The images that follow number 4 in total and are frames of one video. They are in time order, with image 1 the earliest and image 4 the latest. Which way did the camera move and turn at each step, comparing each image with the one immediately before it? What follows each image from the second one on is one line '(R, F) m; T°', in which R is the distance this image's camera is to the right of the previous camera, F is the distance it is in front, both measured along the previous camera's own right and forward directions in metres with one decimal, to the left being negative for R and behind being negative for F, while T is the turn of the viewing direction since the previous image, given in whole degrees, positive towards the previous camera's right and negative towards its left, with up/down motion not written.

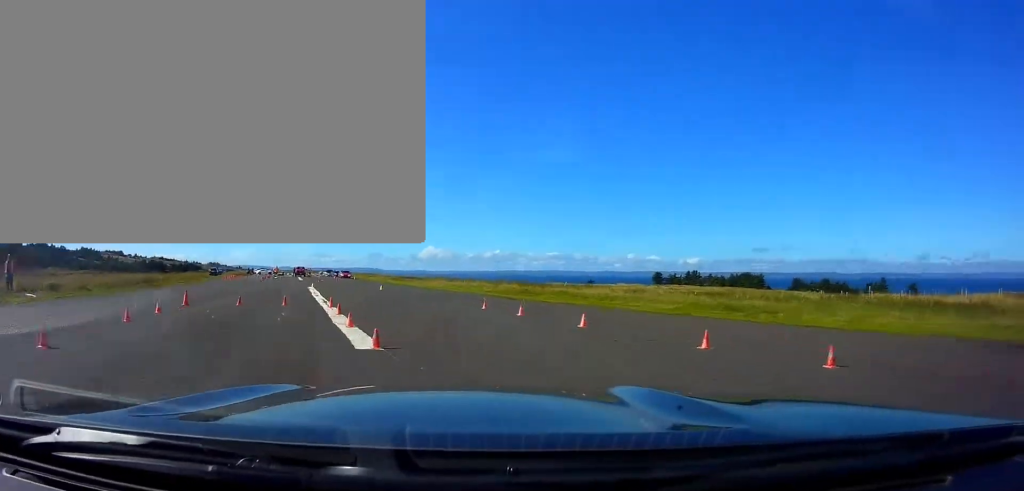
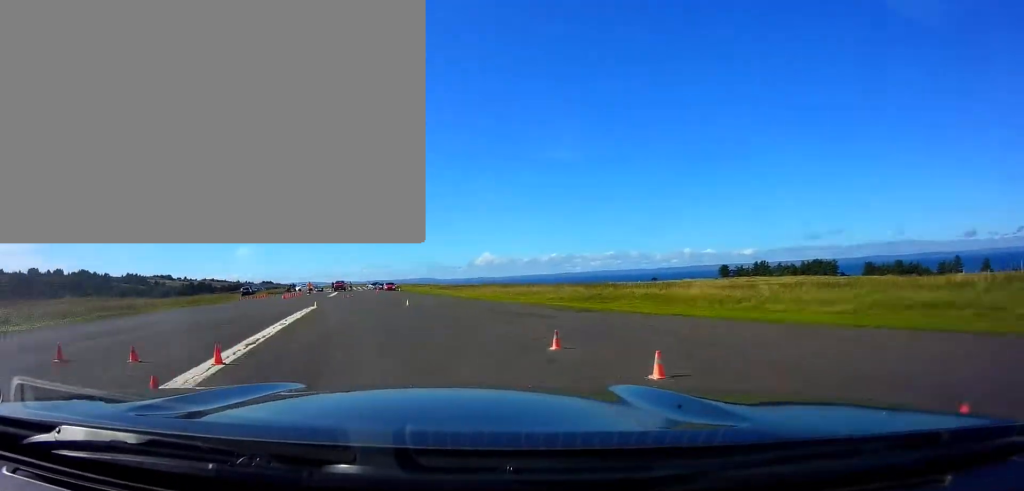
(+0.1, +11.6) m; -2°
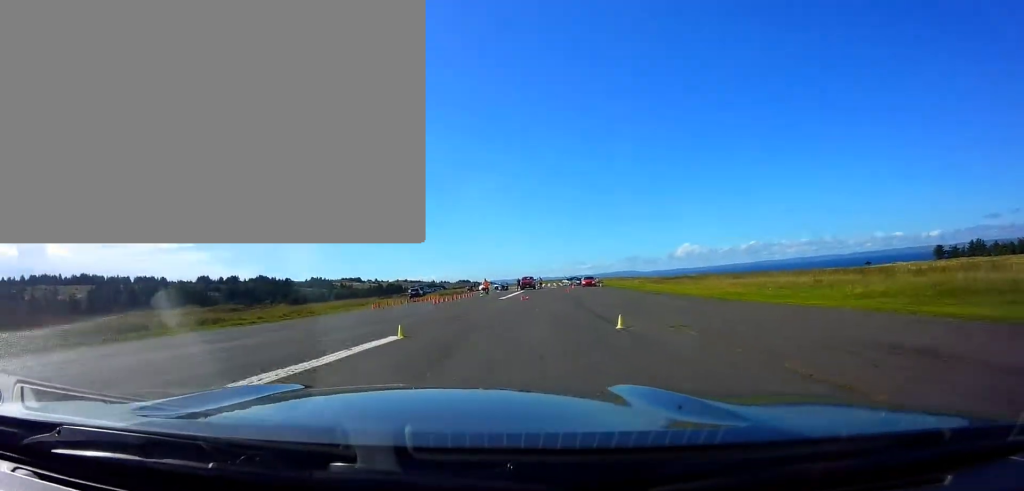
(-0.8, +18.9) m; -4°
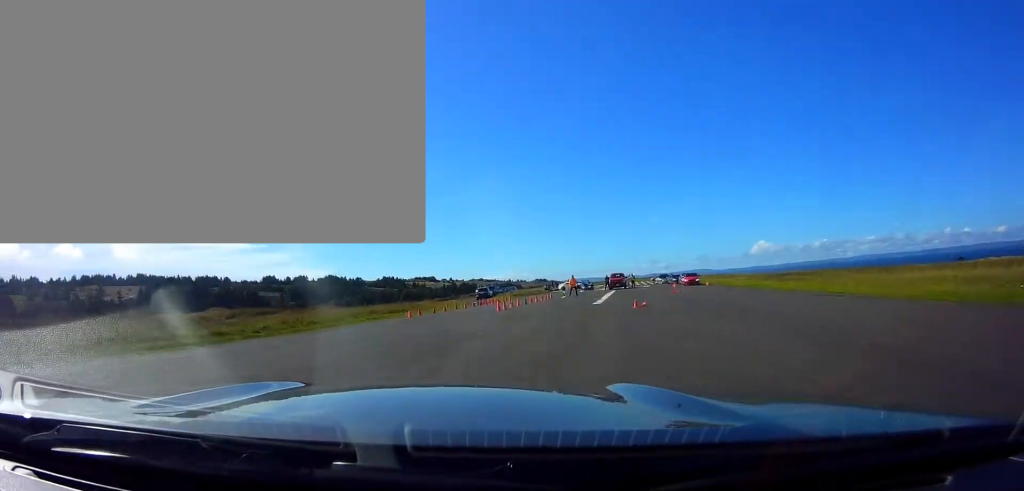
(-0.3, +13.1) m; -2°
